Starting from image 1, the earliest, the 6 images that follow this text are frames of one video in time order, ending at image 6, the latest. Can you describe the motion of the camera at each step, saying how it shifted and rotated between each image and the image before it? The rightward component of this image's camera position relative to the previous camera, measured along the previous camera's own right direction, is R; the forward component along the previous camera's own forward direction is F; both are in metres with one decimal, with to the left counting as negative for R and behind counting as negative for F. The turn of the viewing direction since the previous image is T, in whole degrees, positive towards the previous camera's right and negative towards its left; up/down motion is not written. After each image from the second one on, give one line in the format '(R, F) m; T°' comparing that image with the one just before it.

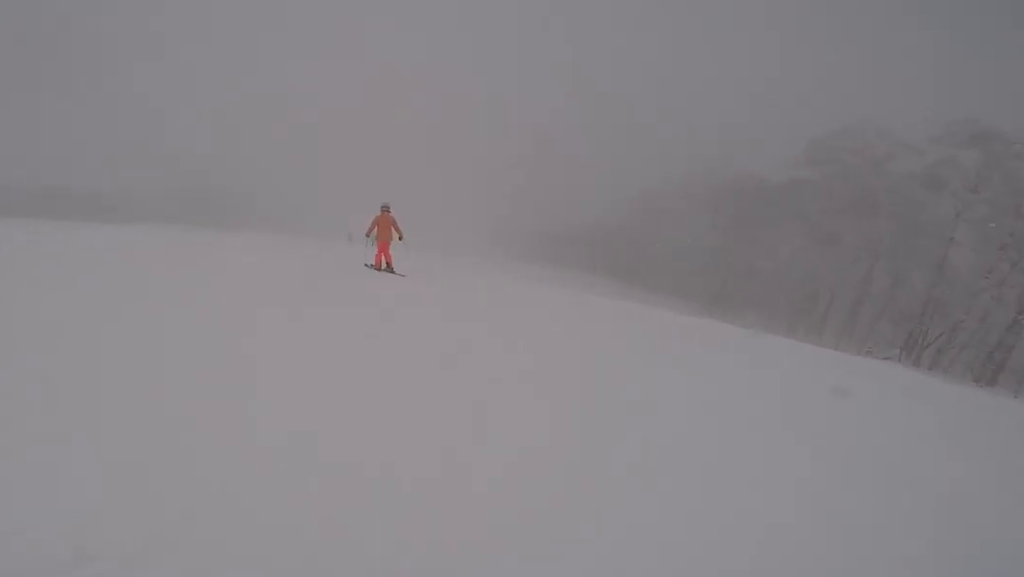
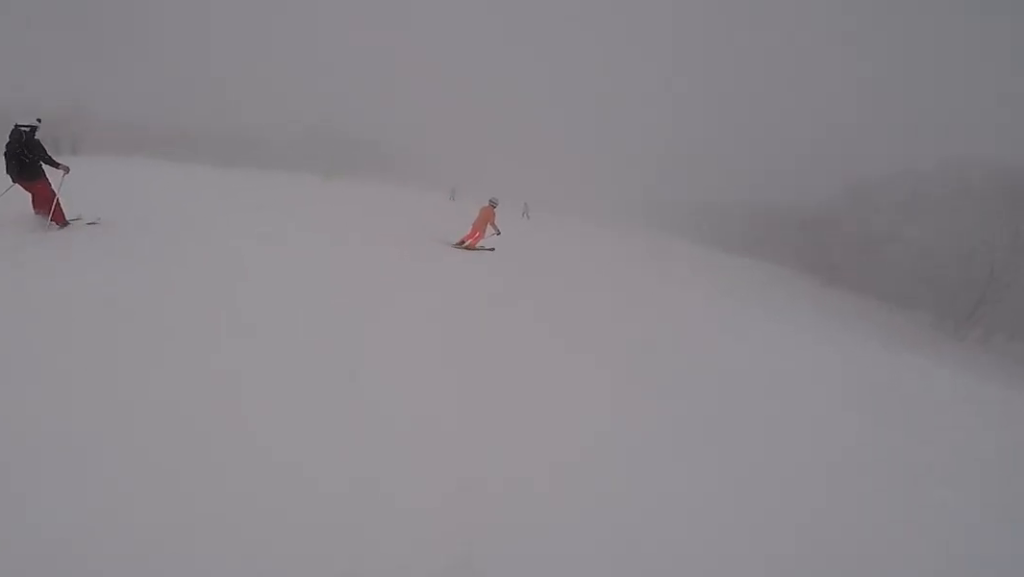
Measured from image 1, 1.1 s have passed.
(-0.3, +7.4) m; 0°
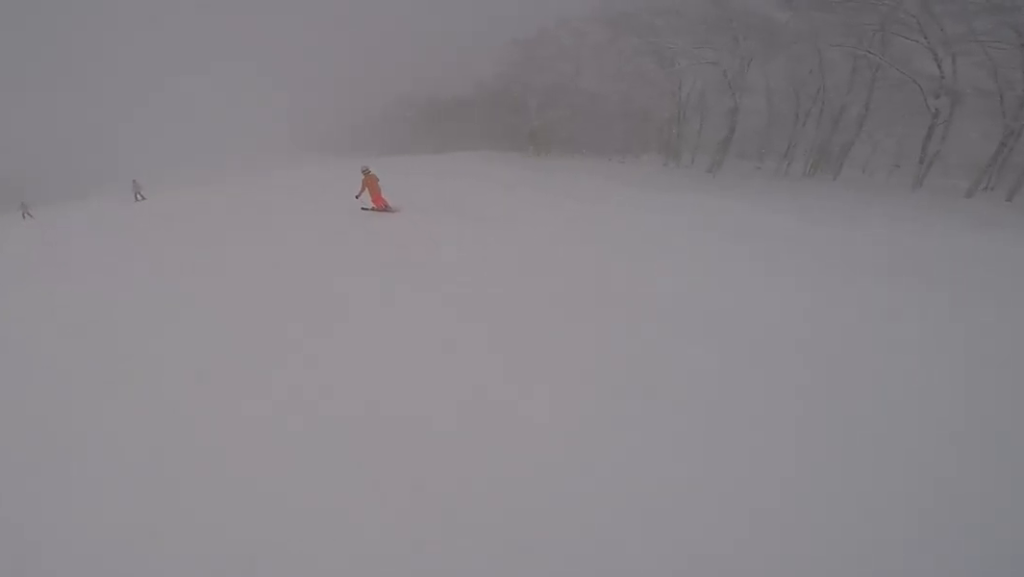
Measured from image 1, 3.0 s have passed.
(+1.3, +13.5) m; +9°
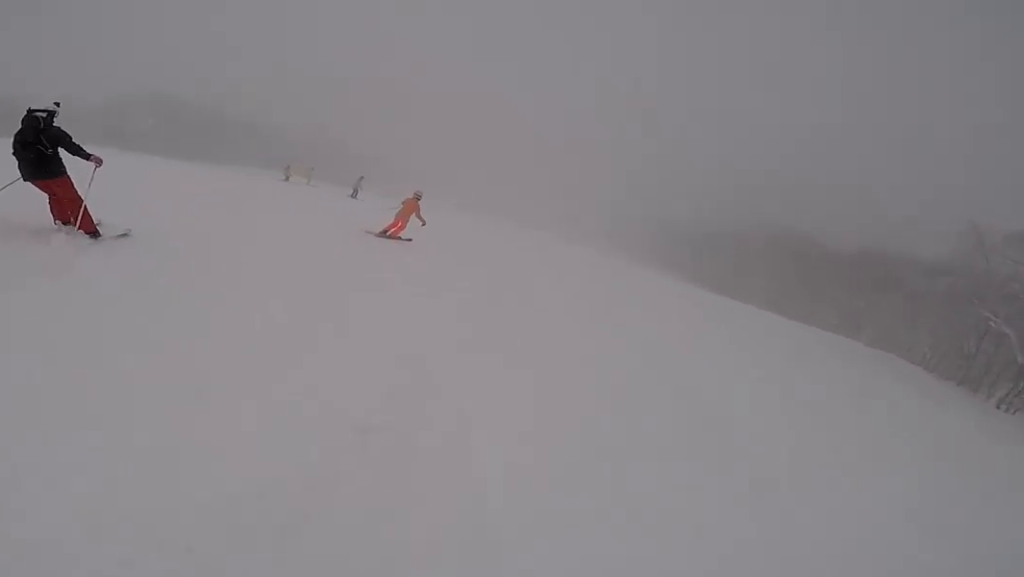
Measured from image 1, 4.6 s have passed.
(-0.1, +12.7) m; -3°
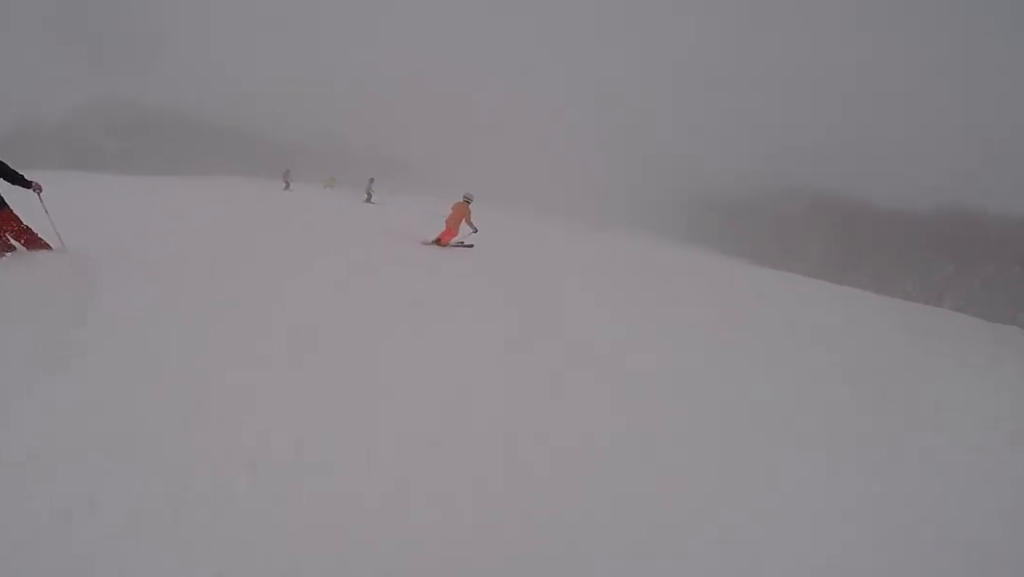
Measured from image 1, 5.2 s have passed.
(0.0, +4.5) m; 0°
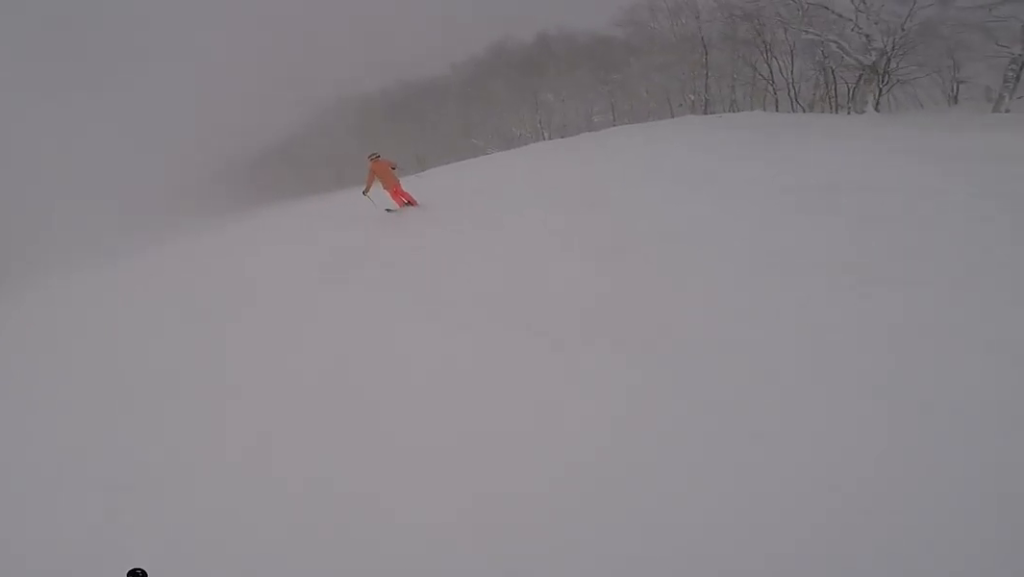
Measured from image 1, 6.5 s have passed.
(0.0, +10.5) m; +11°
